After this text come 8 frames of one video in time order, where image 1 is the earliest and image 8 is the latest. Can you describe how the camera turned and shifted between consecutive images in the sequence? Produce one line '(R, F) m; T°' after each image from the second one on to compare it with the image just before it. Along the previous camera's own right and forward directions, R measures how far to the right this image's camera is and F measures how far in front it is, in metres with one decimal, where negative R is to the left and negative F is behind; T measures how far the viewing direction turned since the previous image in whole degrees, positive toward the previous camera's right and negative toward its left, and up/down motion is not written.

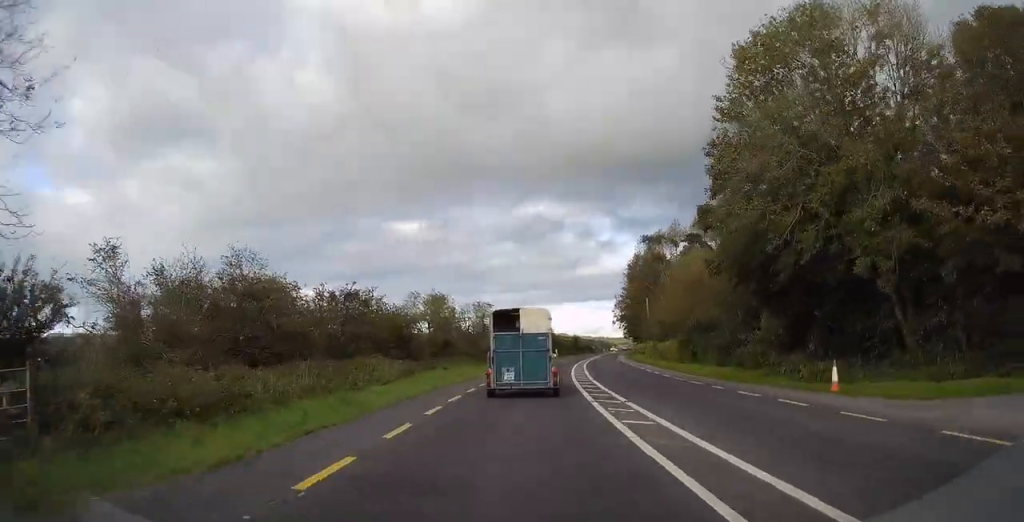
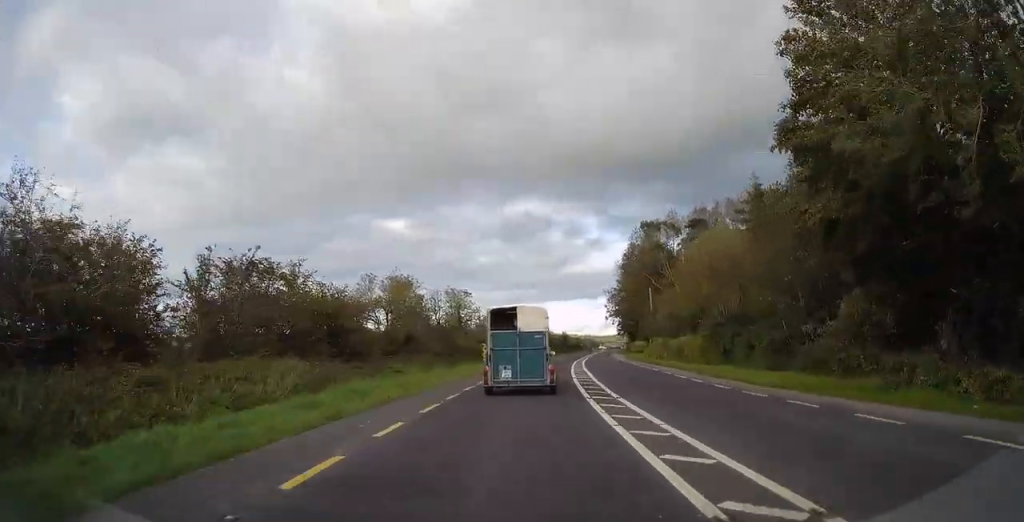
(+0.2, +11.7) m; +1°
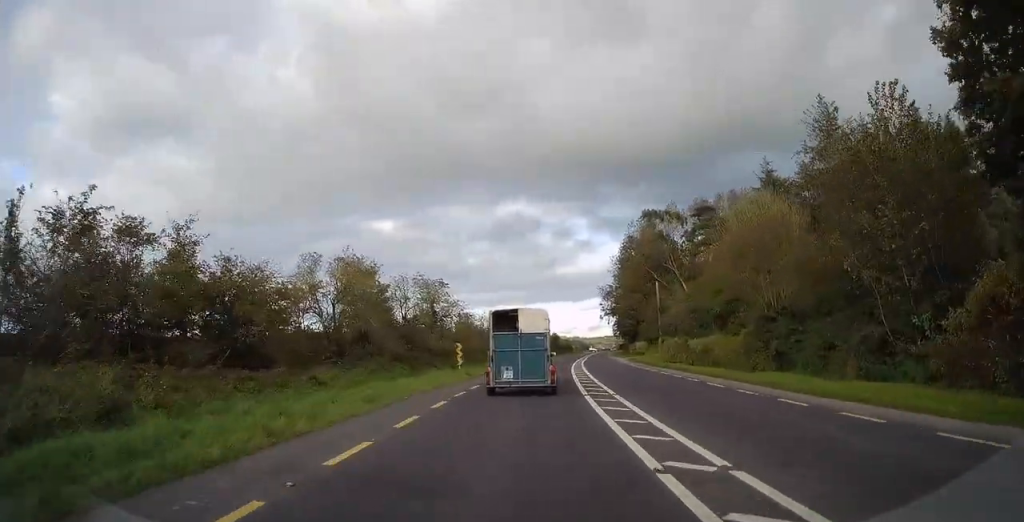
(0.0, +10.3) m; +1°
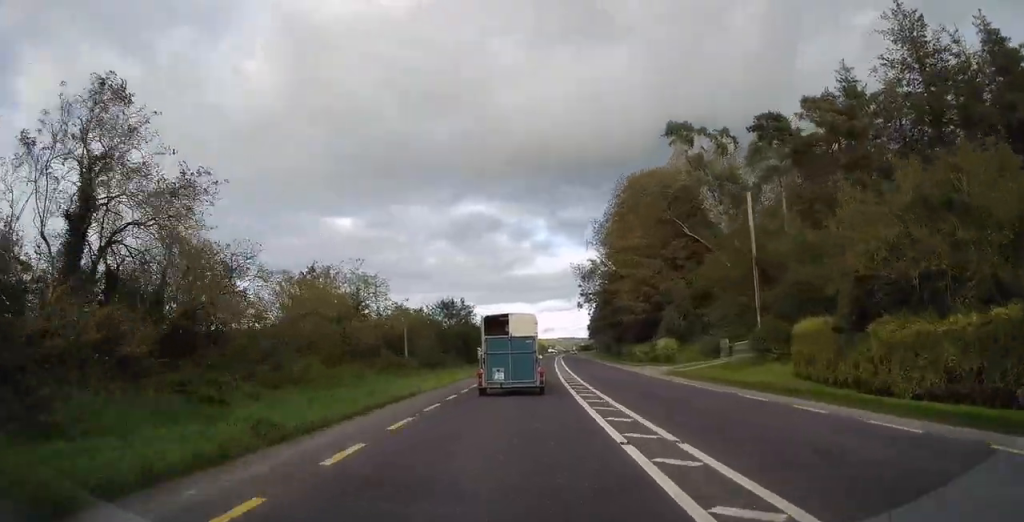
(+1.9, +39.1) m; +5°
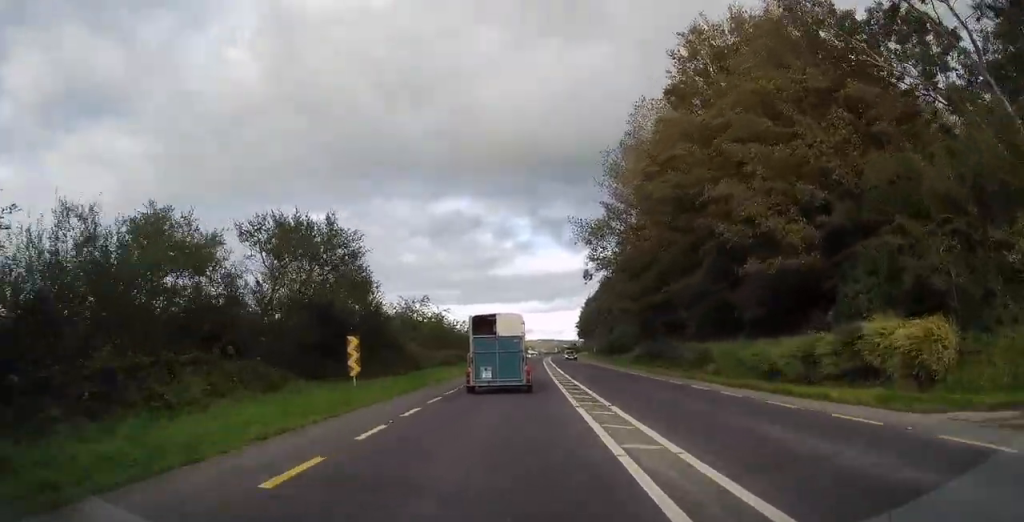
(+1.4, +36.7) m; +4°
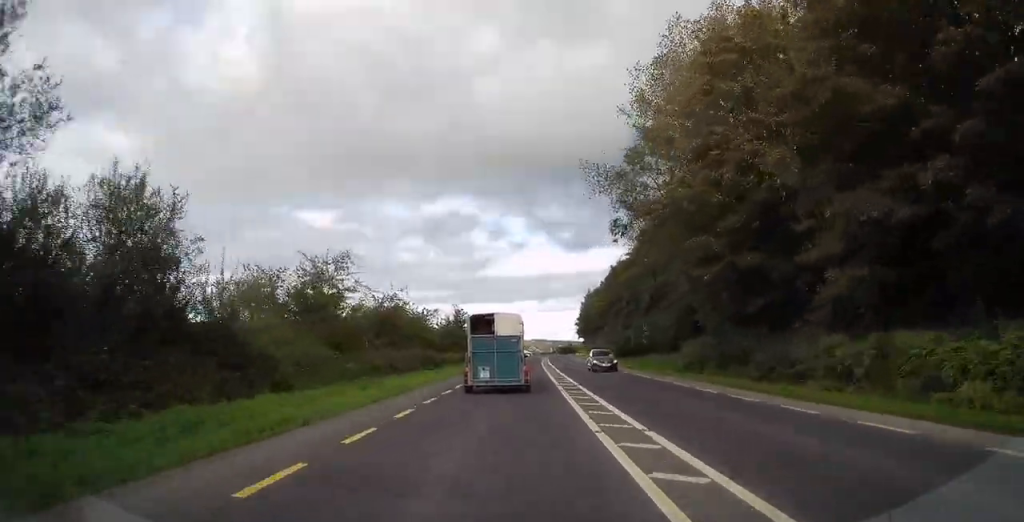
(+0.1, +16.7) m; +1°
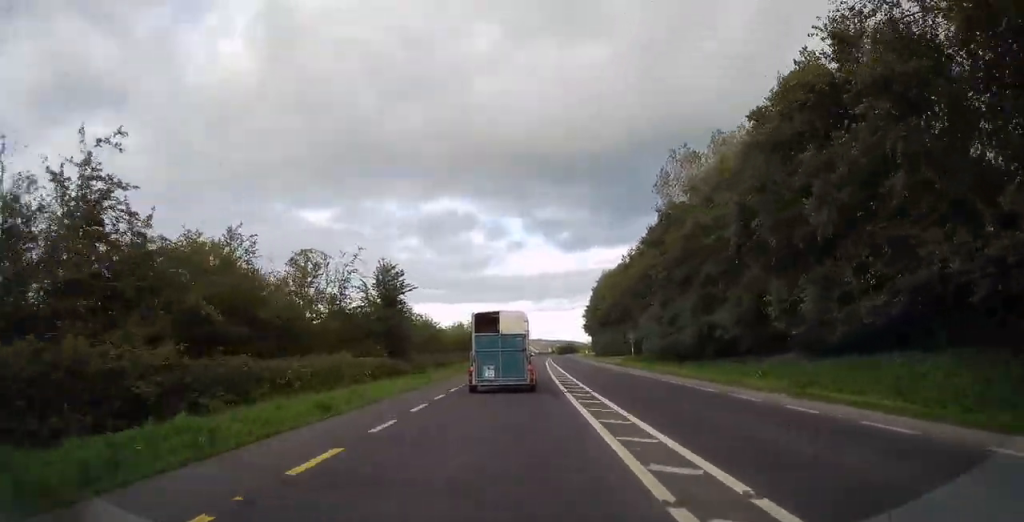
(+0.5, +28.9) m; +1°
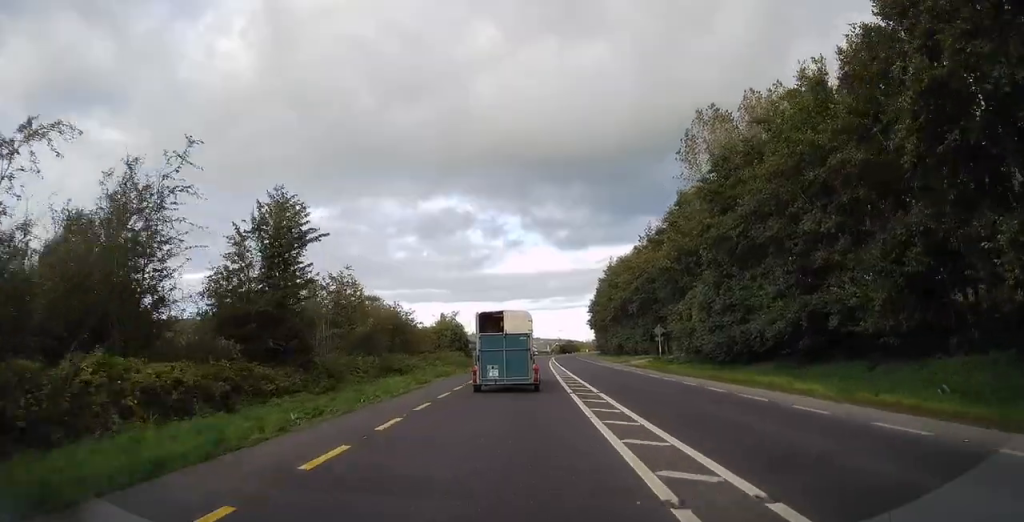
(0.0, +13.9) m; 0°
